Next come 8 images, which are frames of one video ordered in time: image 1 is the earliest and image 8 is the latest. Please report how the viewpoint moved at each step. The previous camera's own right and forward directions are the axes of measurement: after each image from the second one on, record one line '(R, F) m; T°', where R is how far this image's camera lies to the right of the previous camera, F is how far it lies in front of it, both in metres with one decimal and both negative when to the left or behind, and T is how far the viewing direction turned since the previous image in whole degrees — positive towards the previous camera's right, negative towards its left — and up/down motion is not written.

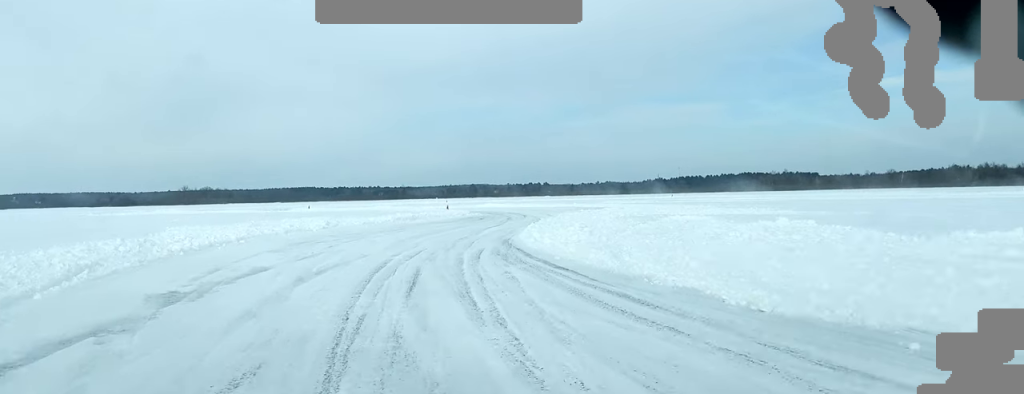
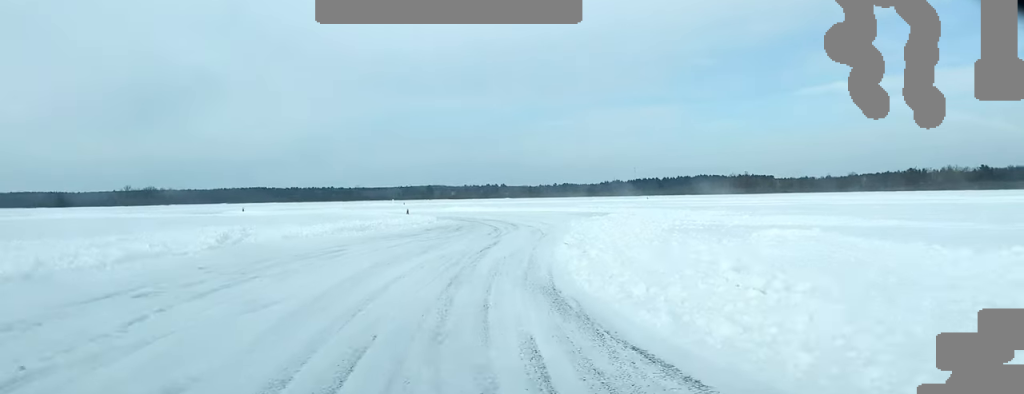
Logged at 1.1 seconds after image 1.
(+0.9, +16.7) m; +5°
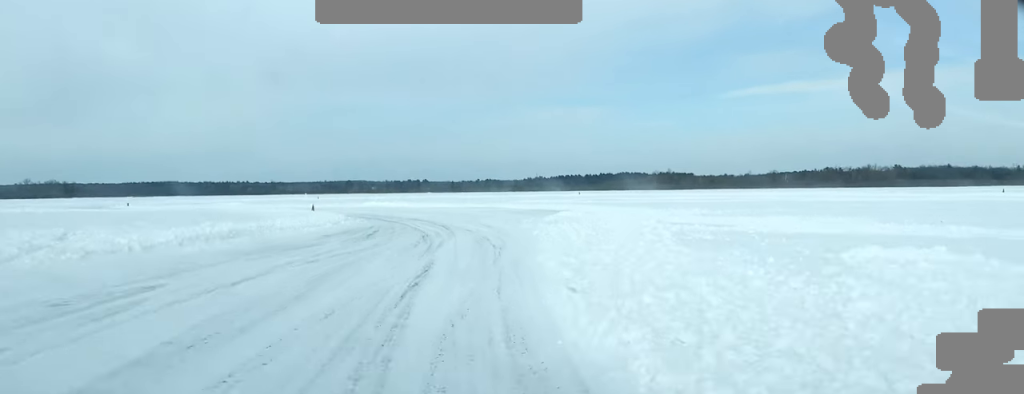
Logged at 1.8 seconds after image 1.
(+0.2, +10.0) m; +2°
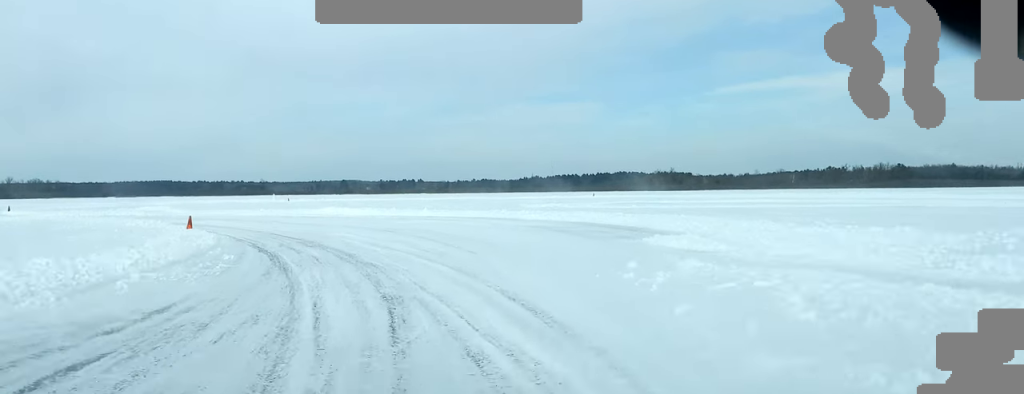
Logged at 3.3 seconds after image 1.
(+0.3, +24.6) m; -2°
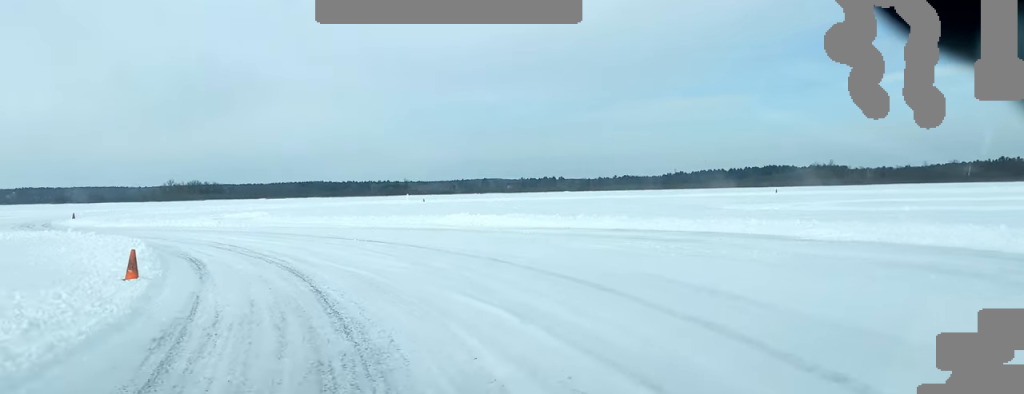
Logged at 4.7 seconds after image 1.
(-1.2, +20.4) m; -10°
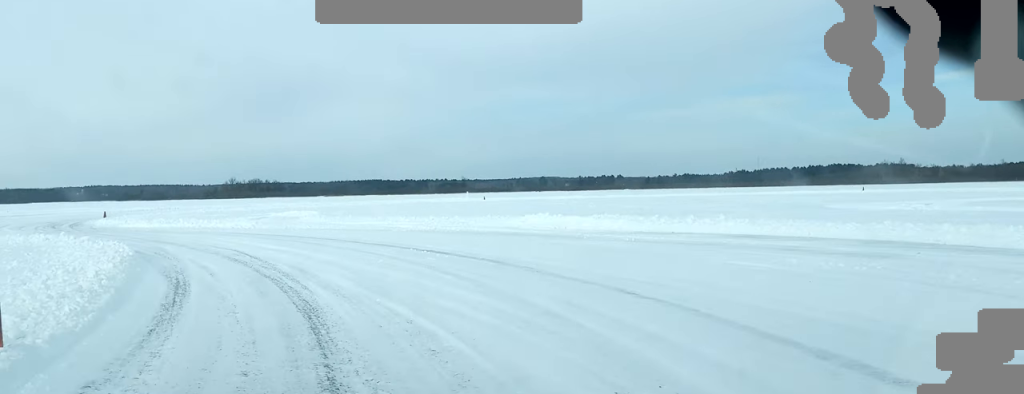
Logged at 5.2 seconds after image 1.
(-0.5, +6.8) m; -4°
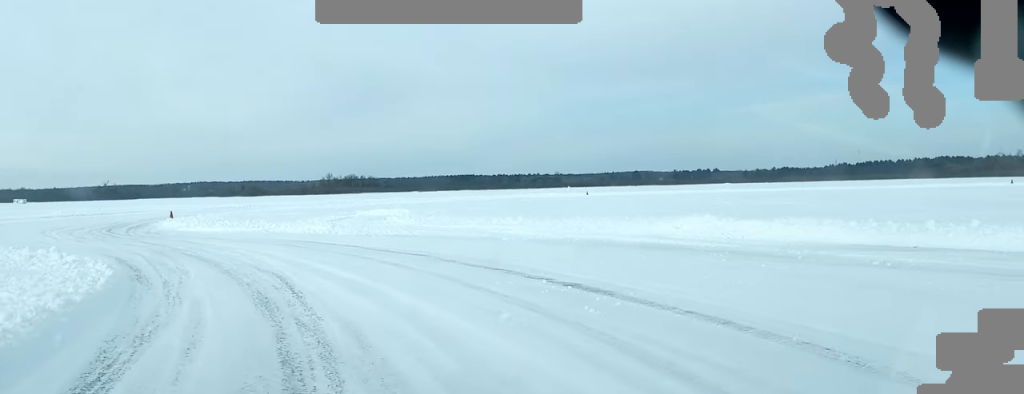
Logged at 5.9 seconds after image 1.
(-0.4, +8.5) m; -6°
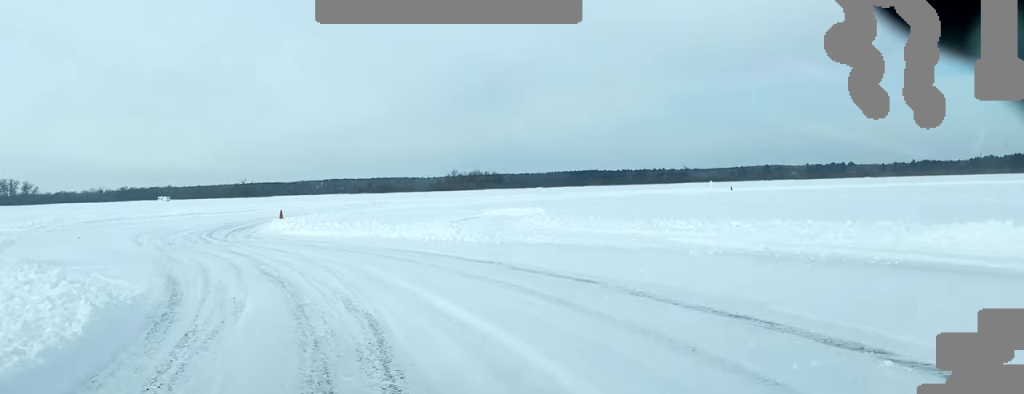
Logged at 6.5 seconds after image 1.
(-0.2, +7.2) m; -6°
